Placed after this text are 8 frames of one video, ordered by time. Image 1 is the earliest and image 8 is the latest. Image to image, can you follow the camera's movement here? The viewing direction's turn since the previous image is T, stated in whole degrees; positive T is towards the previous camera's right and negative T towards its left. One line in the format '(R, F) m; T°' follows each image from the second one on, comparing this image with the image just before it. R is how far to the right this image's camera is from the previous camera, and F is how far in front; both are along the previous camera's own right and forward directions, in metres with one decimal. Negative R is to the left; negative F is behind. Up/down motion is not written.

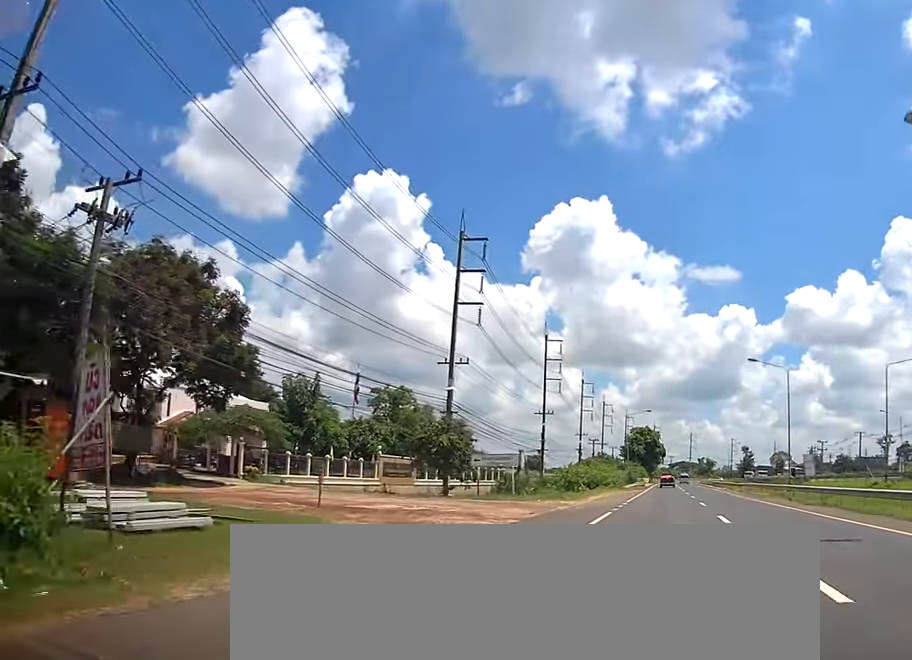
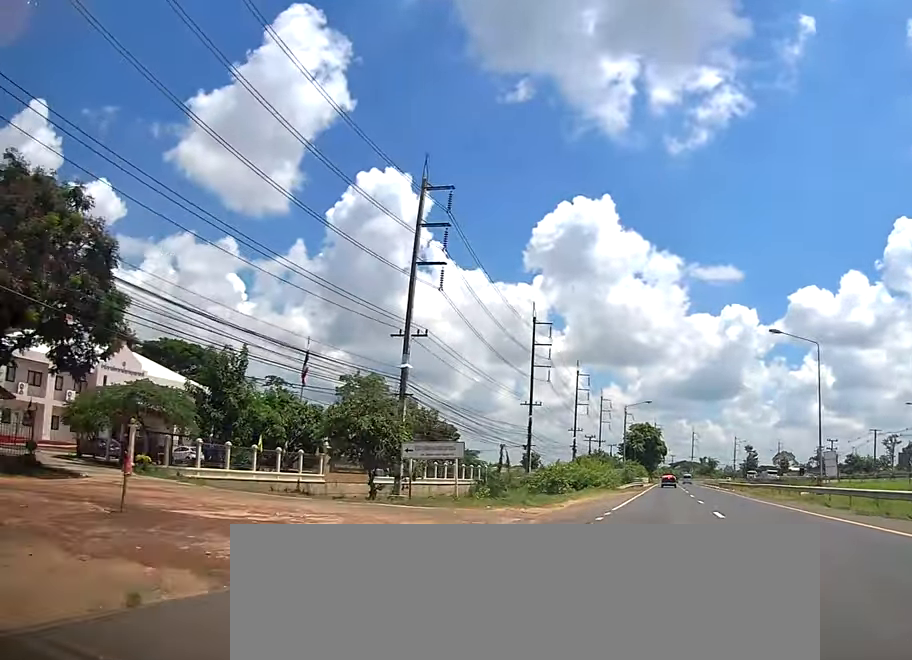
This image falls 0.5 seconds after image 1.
(+0.5, +10.2) m; 0°
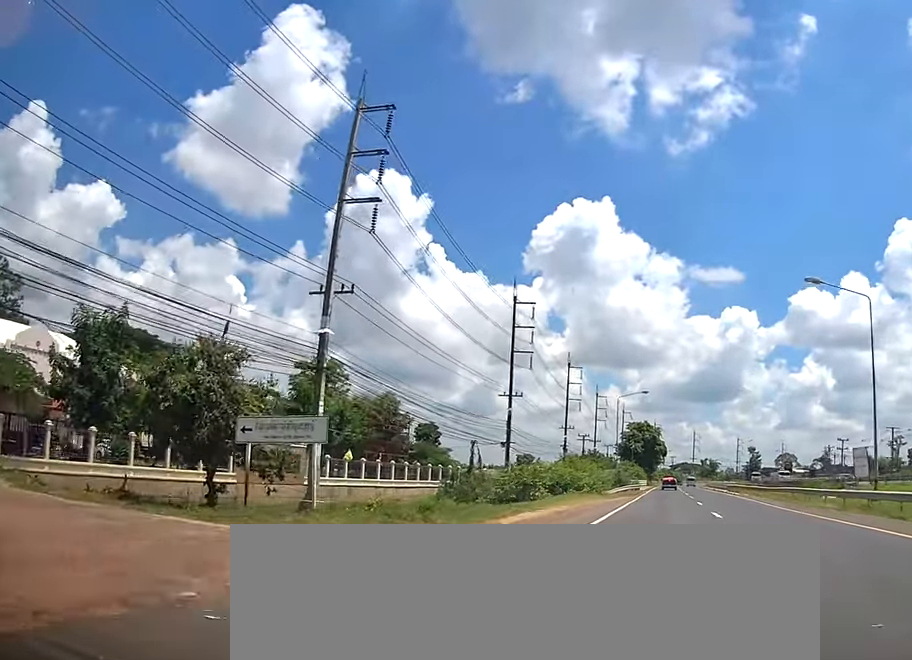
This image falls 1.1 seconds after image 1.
(0.0, +11.2) m; -1°
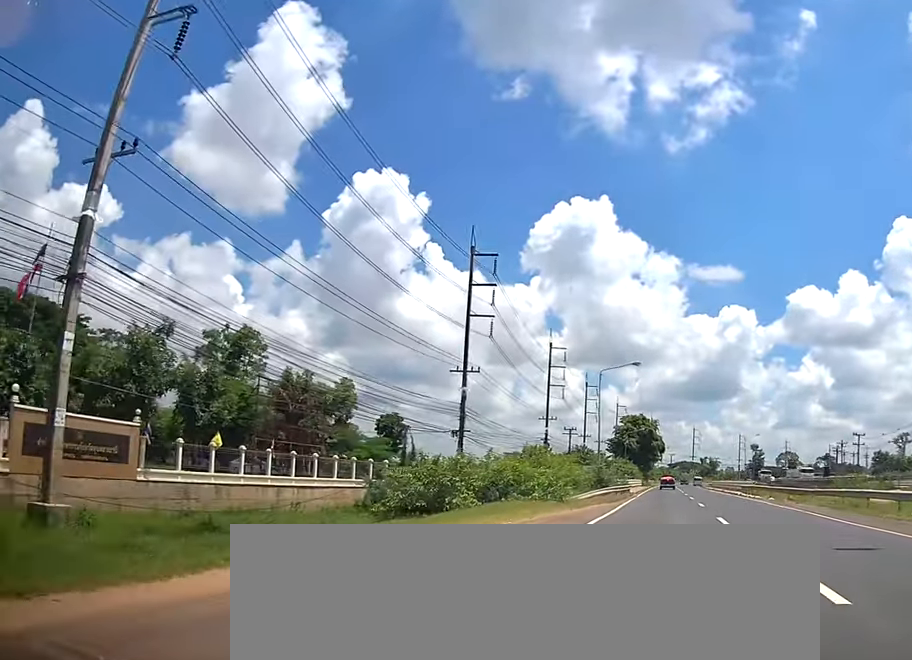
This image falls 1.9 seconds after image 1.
(-0.6, +16.2) m; -2°
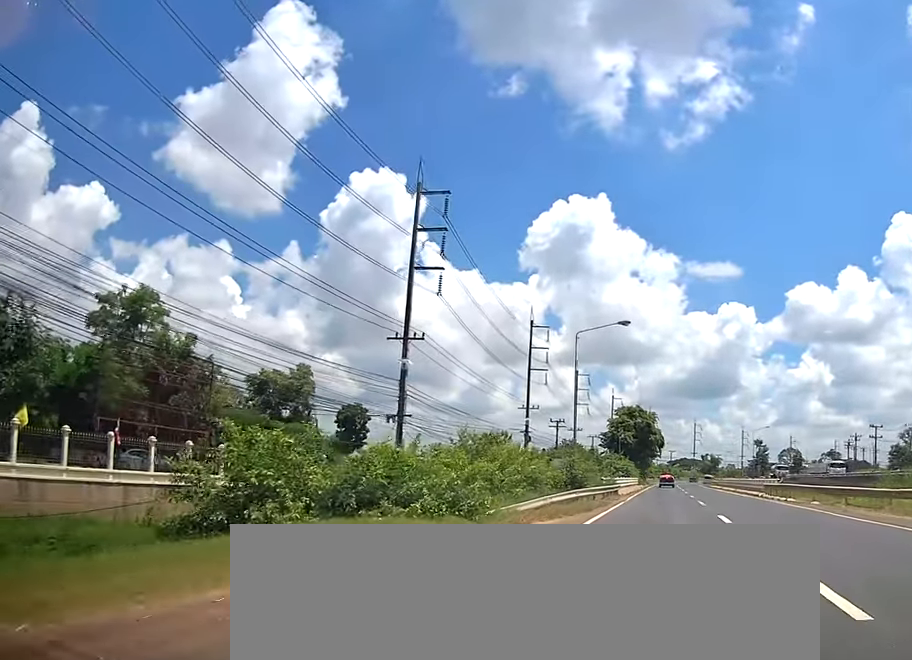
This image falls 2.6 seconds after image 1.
(0.0, +13.2) m; 0°
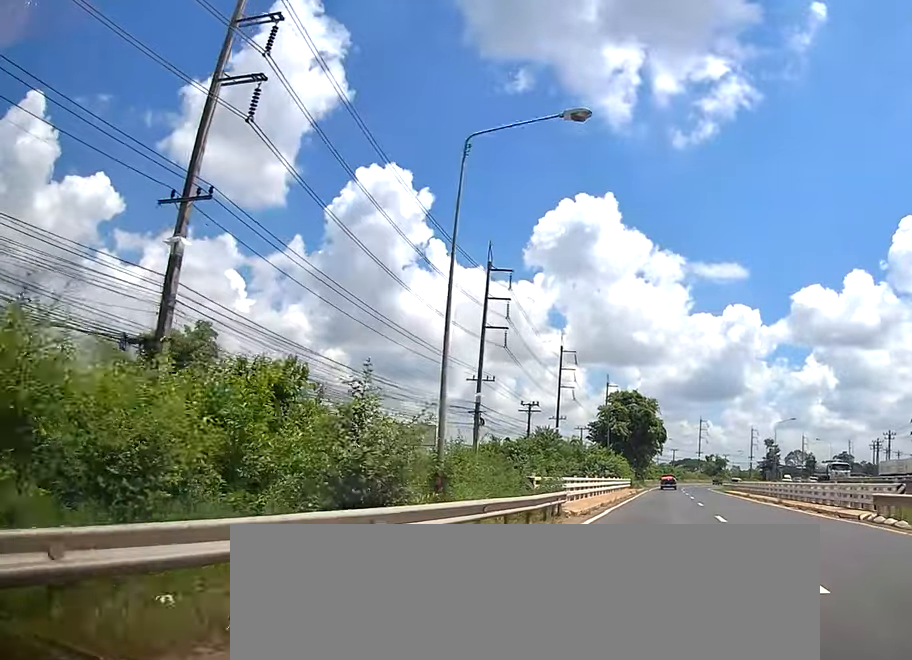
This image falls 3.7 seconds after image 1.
(0.0, +23.1) m; 0°
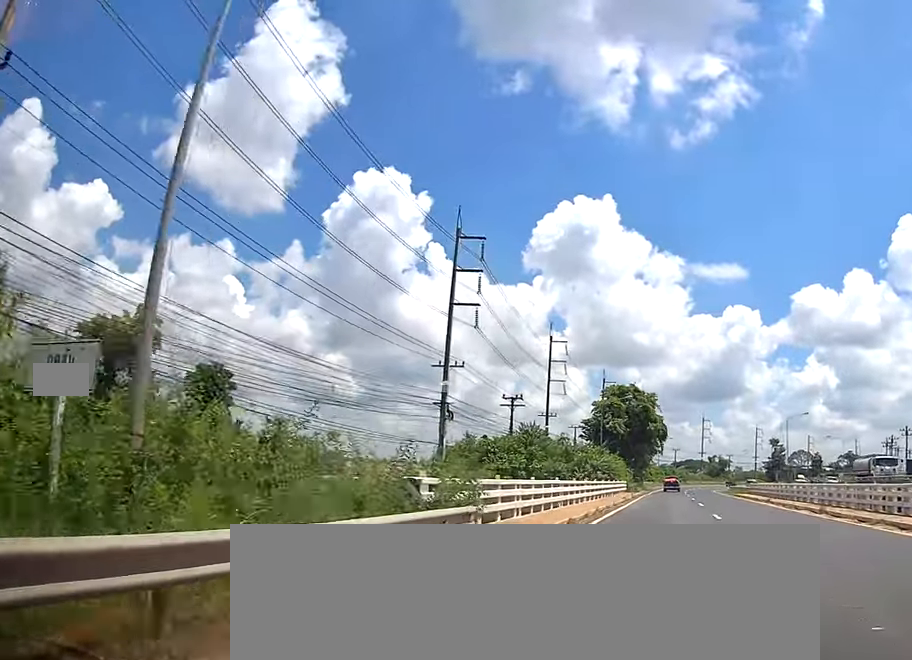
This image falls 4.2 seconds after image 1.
(0.0, +9.6) m; 0°
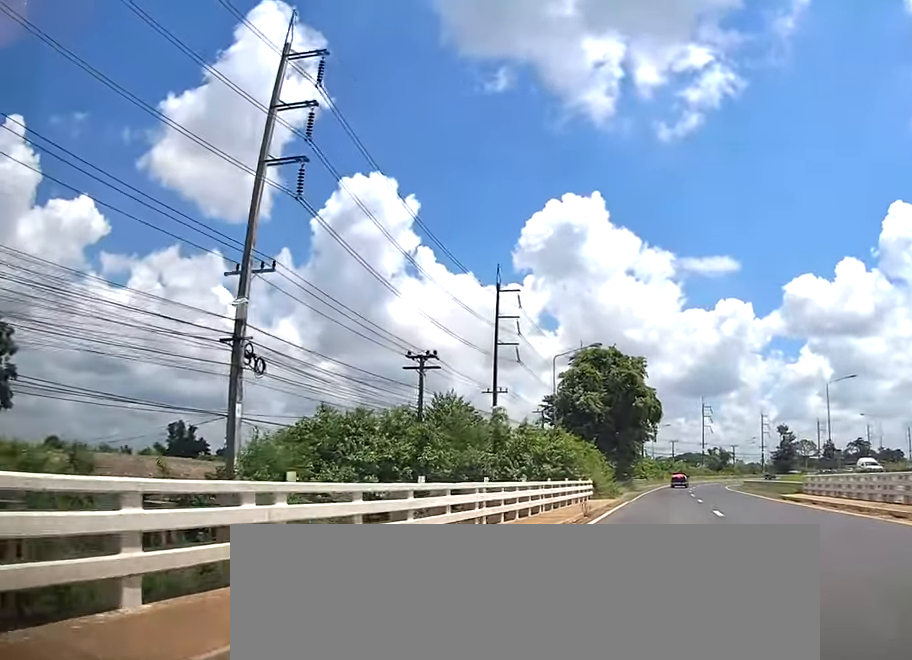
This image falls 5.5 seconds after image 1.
(0.0, +26.1) m; +2°
